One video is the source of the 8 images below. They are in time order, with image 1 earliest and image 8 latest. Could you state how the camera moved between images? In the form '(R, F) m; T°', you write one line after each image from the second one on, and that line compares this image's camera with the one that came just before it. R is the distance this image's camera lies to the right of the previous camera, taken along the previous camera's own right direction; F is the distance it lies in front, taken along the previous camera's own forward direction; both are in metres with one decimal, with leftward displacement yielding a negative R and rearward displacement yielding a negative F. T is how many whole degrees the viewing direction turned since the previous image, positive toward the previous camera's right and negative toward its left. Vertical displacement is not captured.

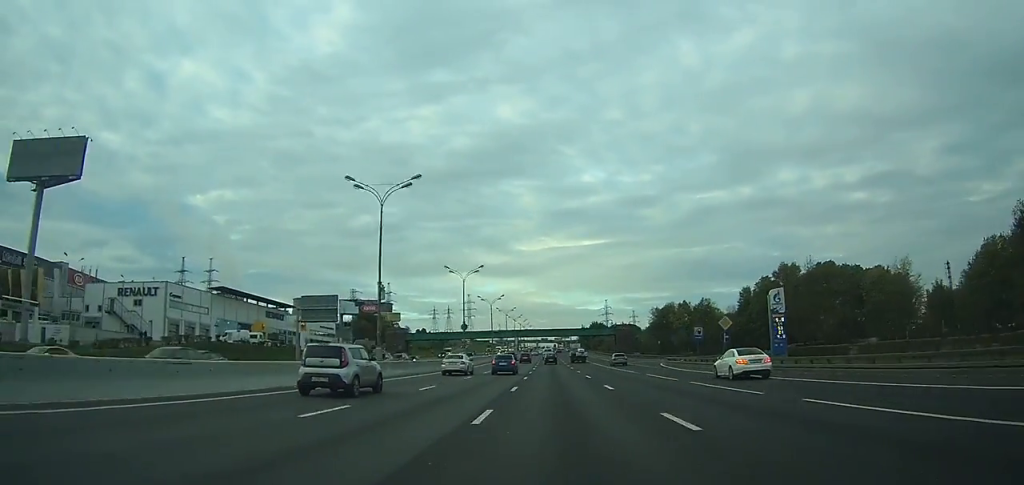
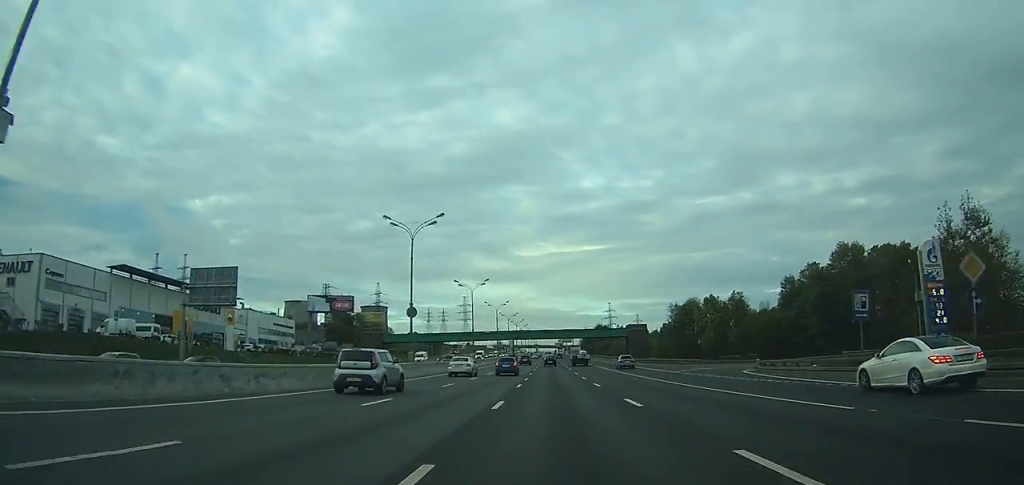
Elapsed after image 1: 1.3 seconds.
(-0.1, +28.8) m; 0°
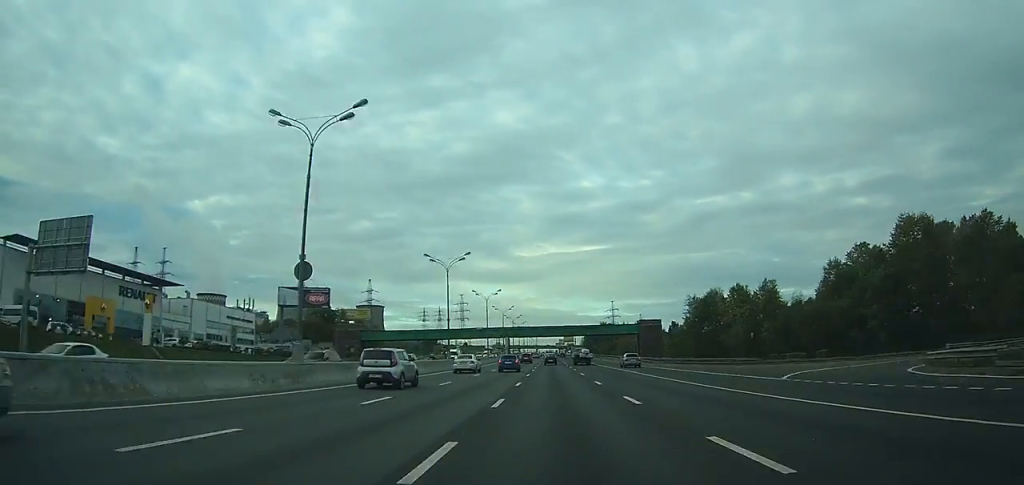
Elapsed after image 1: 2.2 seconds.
(0.0, +21.0) m; 0°
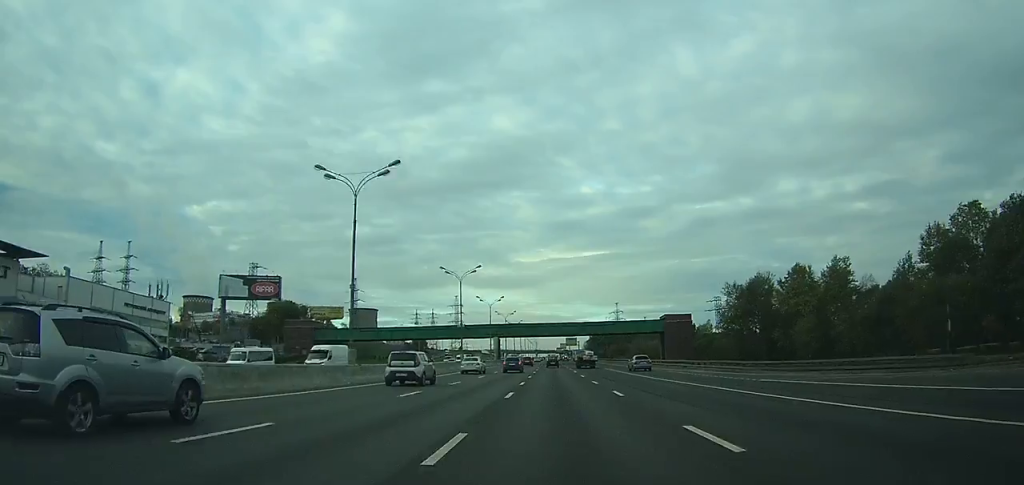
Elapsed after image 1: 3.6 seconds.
(0.0, +31.2) m; 0°
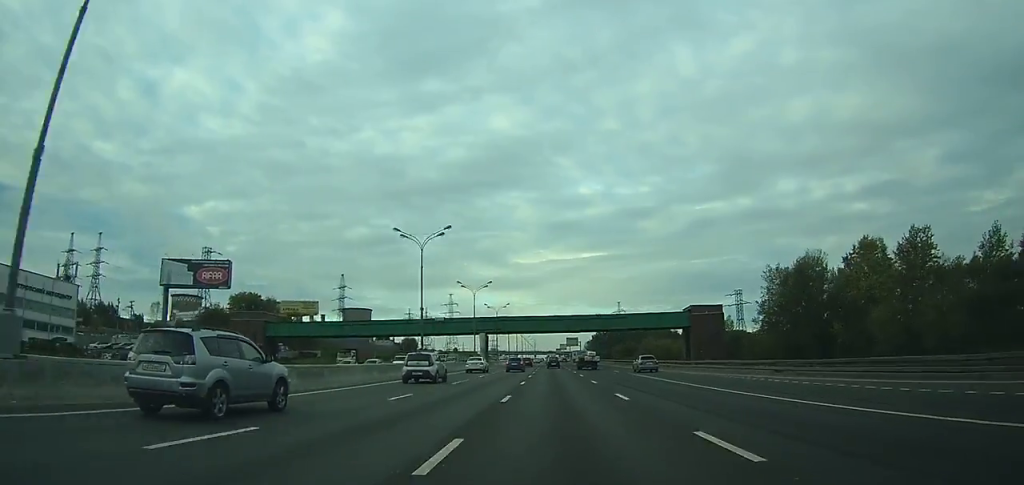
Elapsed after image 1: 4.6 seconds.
(0.0, +23.7) m; 0°
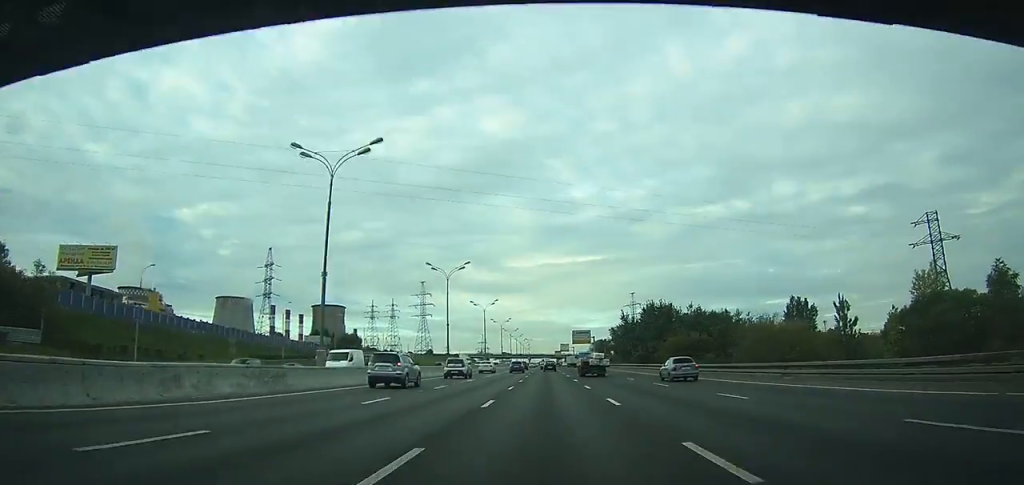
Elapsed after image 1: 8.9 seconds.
(+0.3, +98.9) m; 0°
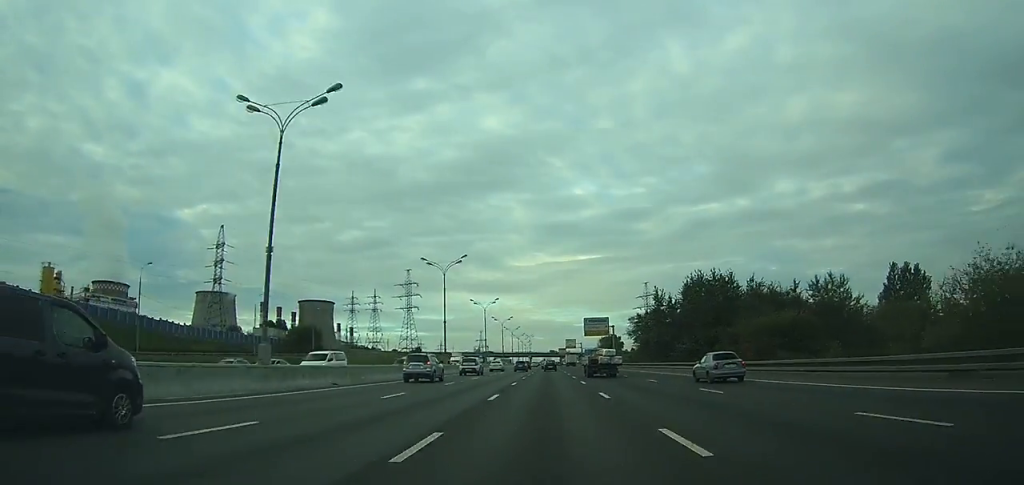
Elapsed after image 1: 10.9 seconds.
(0.0, +44.7) m; 0°
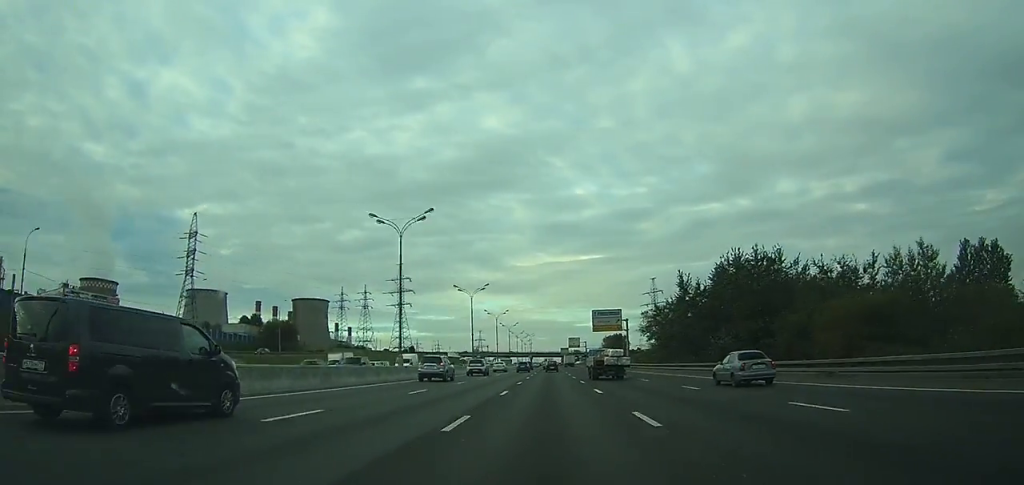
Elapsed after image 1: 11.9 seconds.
(0.0, +19.8) m; 0°
